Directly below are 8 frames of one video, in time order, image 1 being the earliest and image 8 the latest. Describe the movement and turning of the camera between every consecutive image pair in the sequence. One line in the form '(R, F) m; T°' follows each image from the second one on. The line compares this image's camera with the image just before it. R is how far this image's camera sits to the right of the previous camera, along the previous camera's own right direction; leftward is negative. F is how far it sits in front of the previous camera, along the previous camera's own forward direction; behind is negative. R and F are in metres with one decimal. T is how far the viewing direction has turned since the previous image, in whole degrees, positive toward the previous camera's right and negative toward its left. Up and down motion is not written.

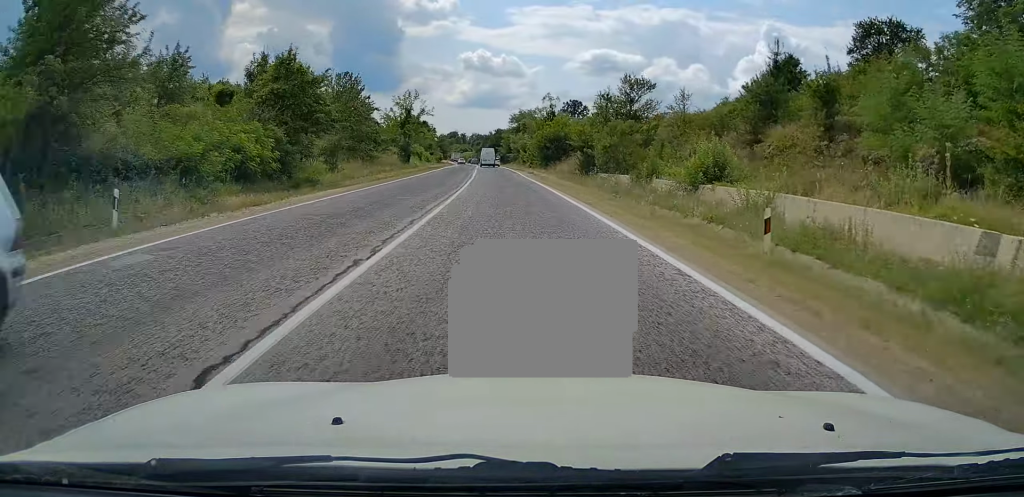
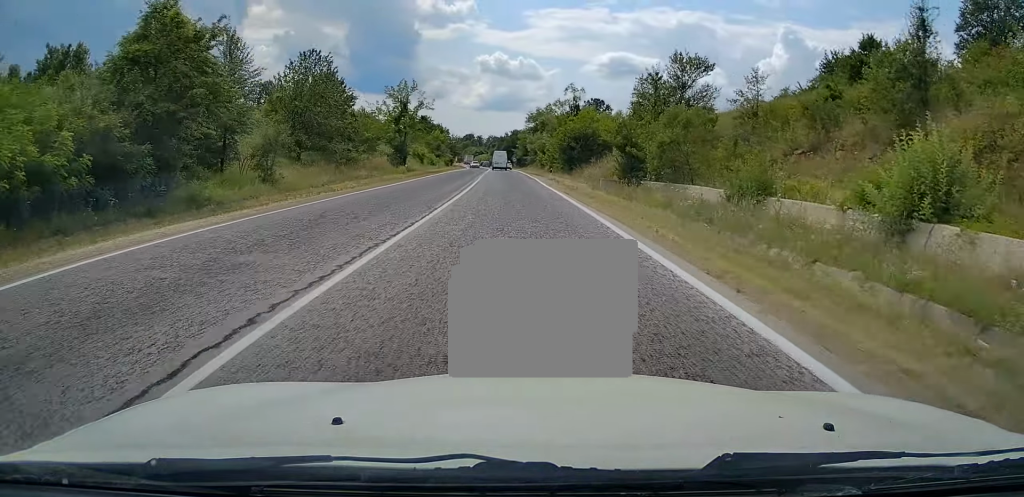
(-0.3, +12.4) m; -1°
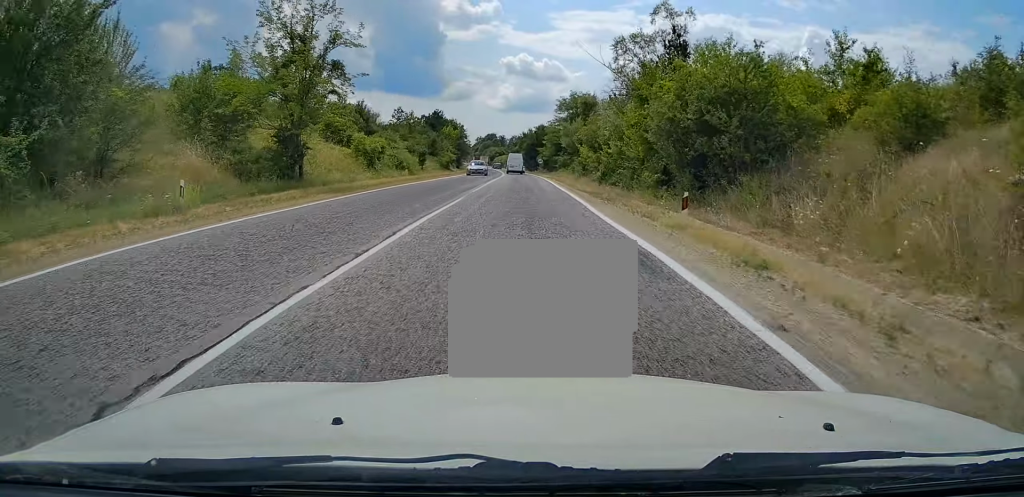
(-1.3, +35.2) m; -3°
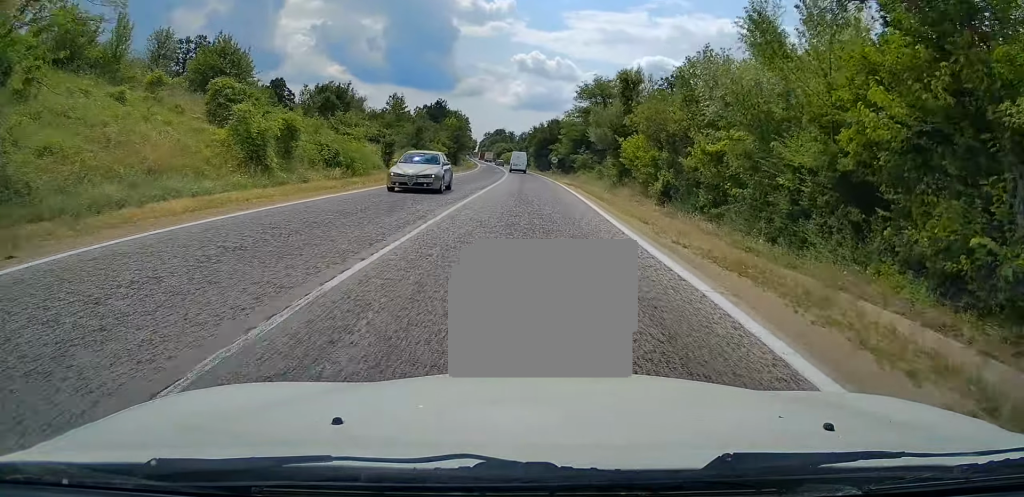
(-0.1, +19.3) m; -1°
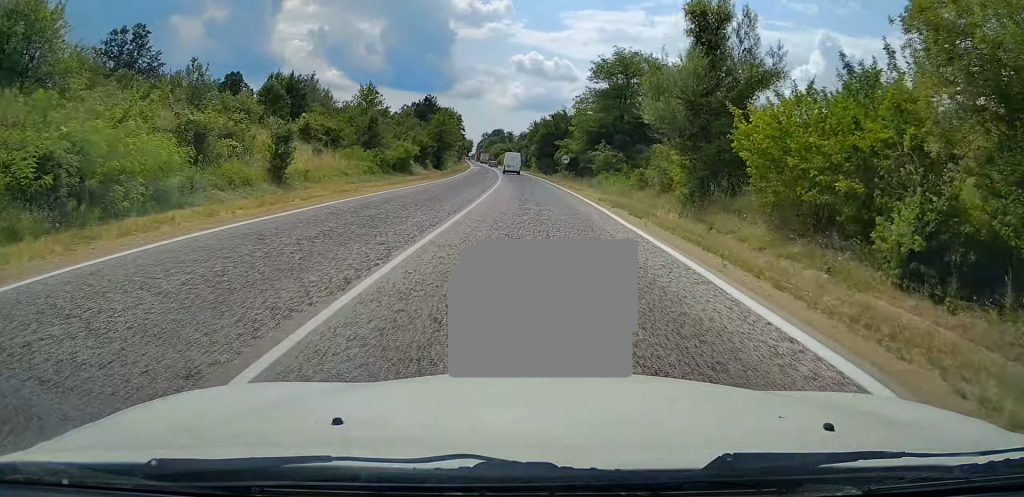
(-0.2, +20.0) m; 0°
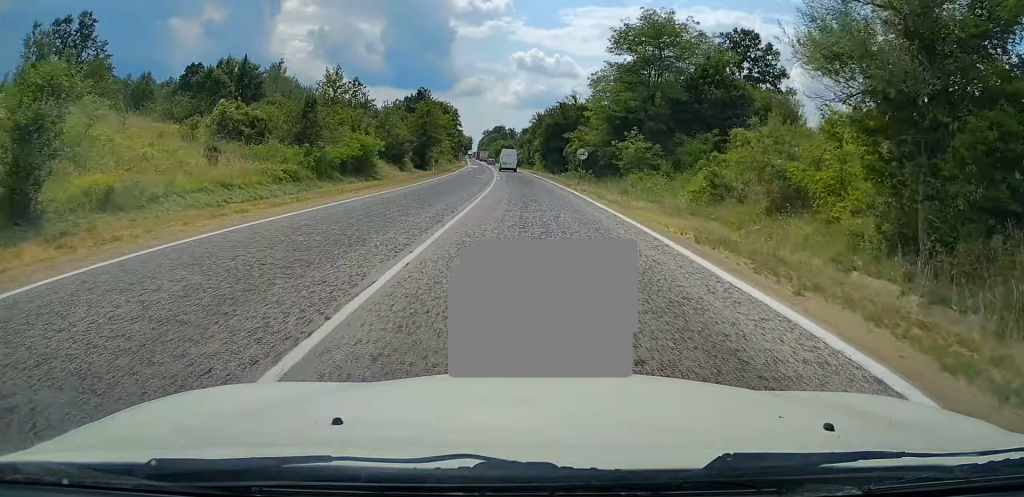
(-0.2, +14.4) m; 0°
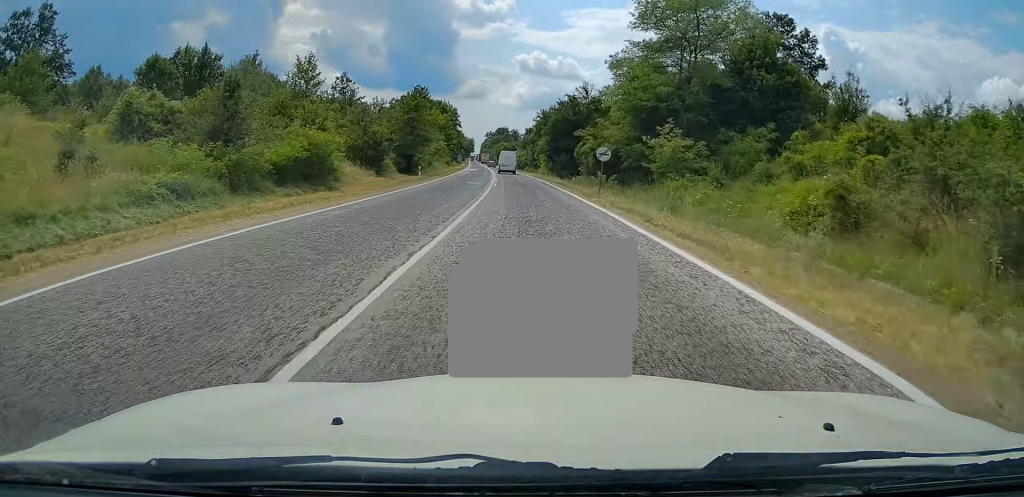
(+0.2, +9.6) m; 0°
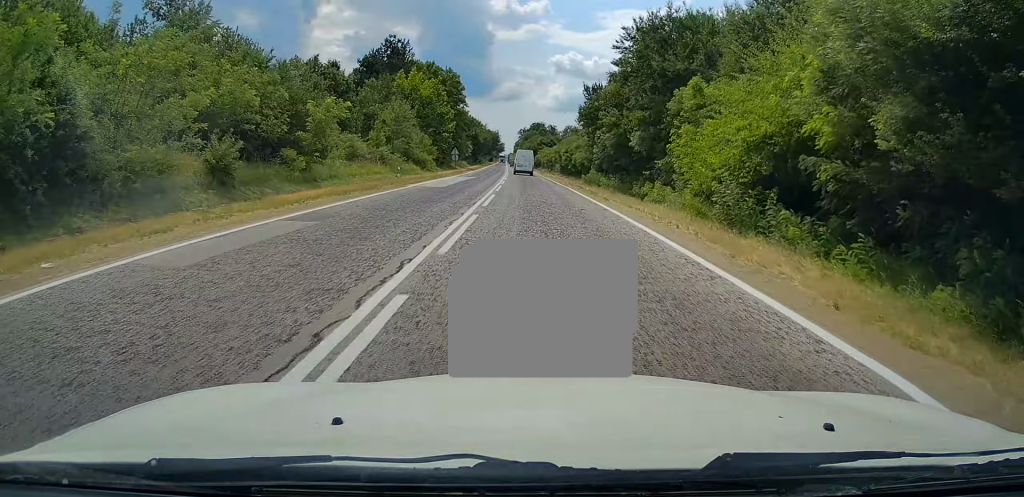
(-1.2, +61.4) m; -3°
